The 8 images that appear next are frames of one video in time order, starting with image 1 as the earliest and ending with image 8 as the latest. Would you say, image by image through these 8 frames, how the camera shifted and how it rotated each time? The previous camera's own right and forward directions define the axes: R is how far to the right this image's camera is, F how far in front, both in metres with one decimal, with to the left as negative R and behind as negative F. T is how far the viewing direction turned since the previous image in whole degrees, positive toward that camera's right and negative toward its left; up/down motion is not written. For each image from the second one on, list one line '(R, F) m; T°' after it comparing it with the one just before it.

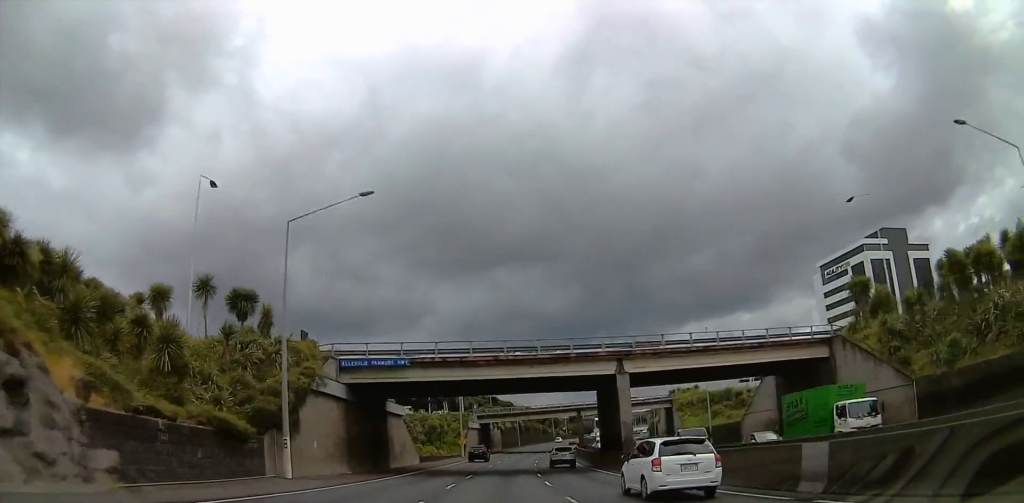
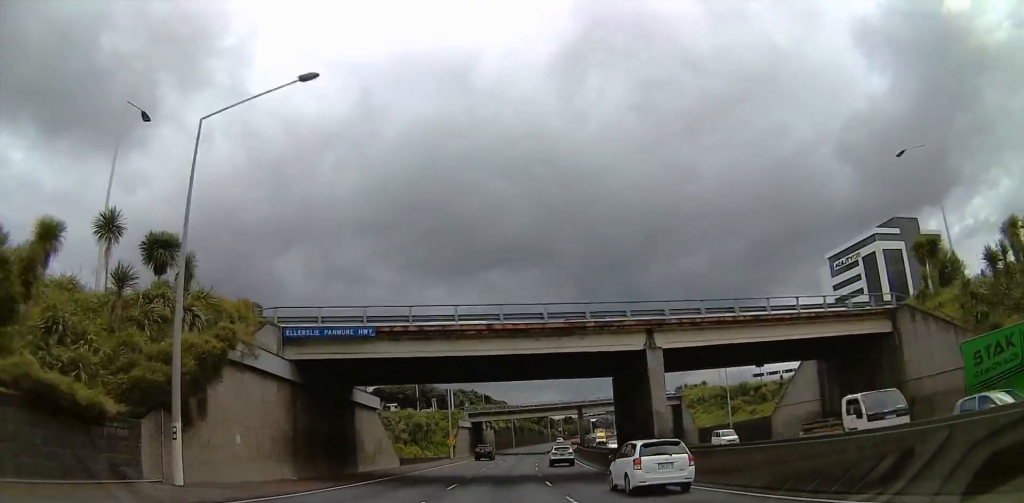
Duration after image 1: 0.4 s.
(+0.3, +9.7) m; +1°
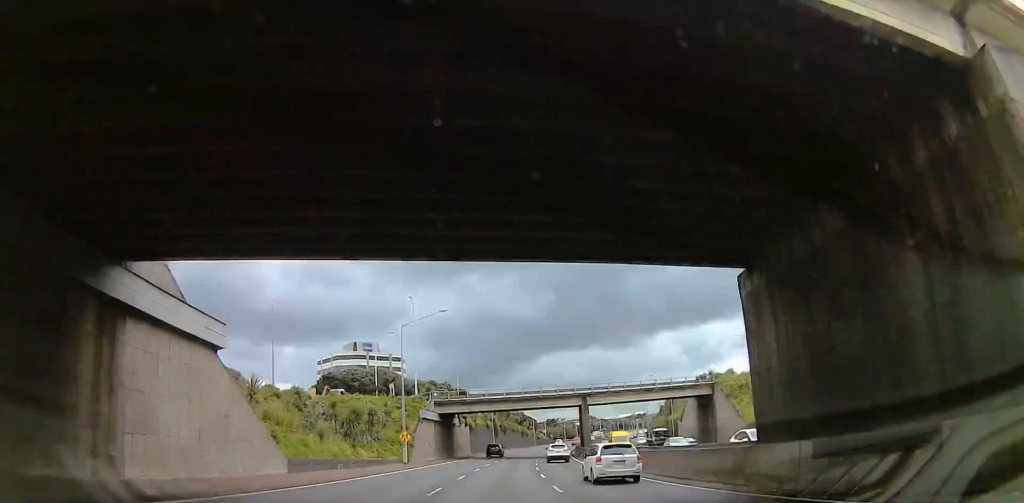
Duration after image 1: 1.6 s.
(-0.4, +25.5) m; -1°
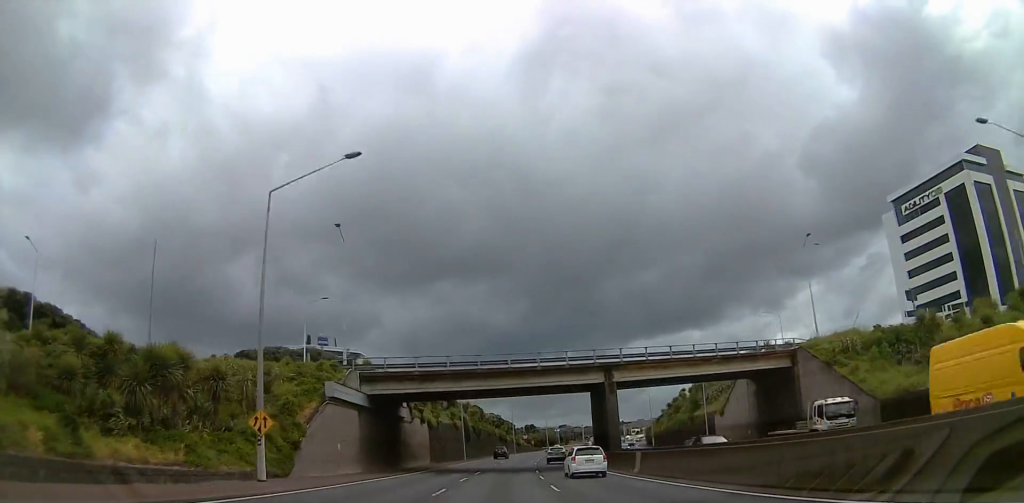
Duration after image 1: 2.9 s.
(+0.3, +28.2) m; +2°
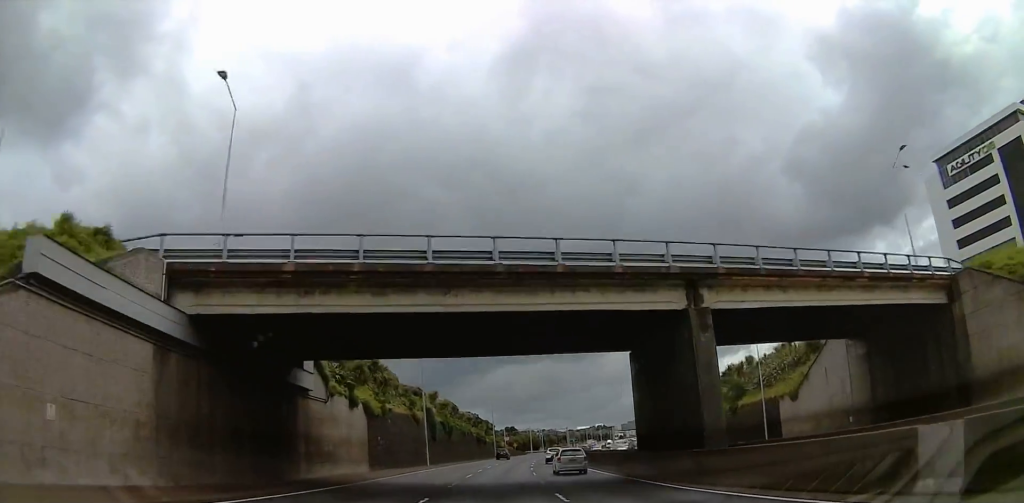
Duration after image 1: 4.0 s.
(+0.6, +23.9) m; +2°
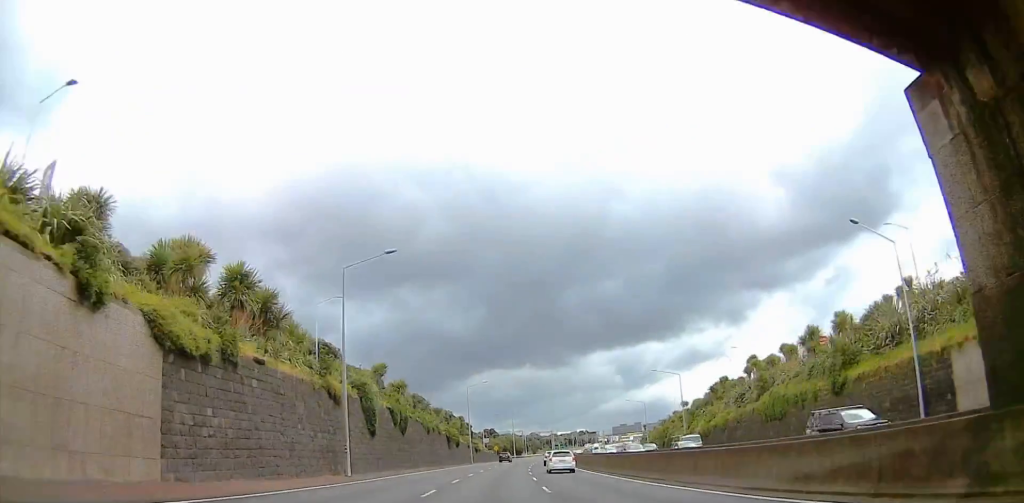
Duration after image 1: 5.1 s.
(+0.3, +26.0) m; +3°
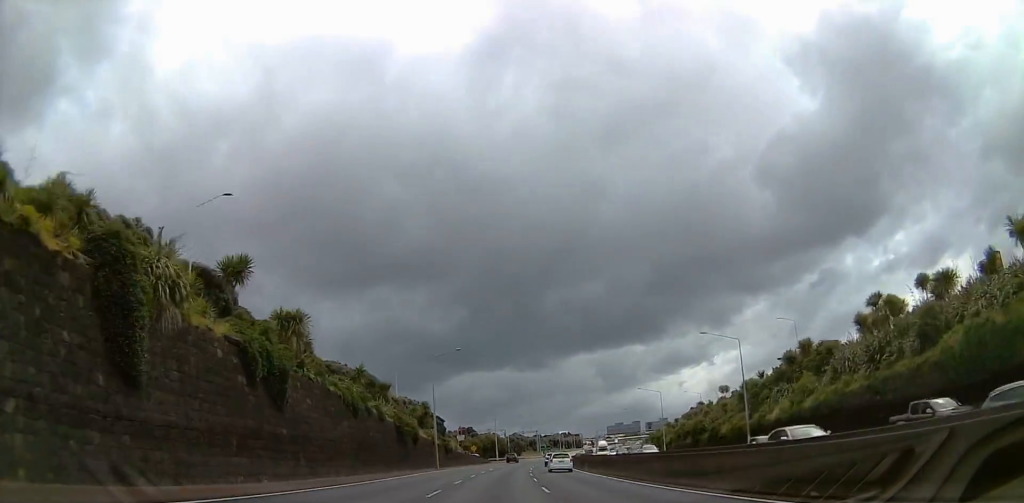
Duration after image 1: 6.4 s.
(+1.6, +28.8) m; +3°
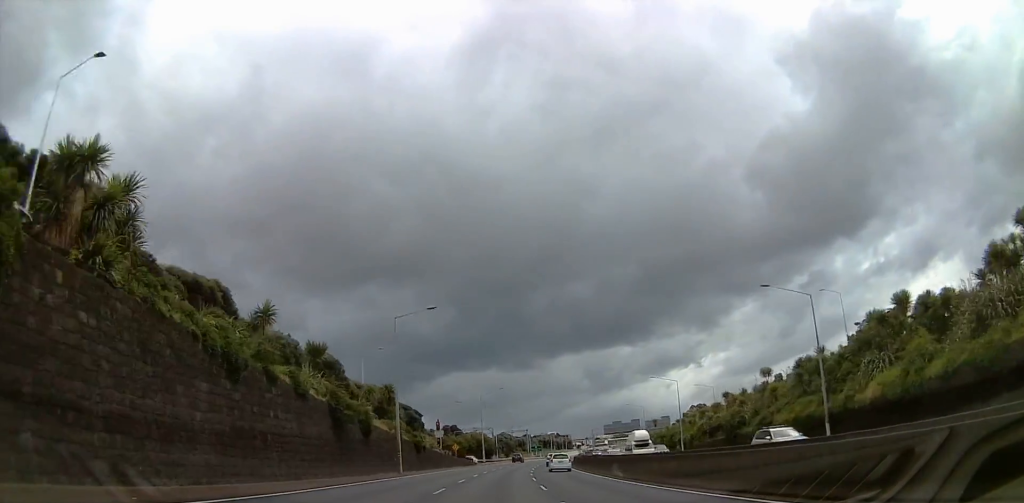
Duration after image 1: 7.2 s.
(-0.4, +18.1) m; -1°
